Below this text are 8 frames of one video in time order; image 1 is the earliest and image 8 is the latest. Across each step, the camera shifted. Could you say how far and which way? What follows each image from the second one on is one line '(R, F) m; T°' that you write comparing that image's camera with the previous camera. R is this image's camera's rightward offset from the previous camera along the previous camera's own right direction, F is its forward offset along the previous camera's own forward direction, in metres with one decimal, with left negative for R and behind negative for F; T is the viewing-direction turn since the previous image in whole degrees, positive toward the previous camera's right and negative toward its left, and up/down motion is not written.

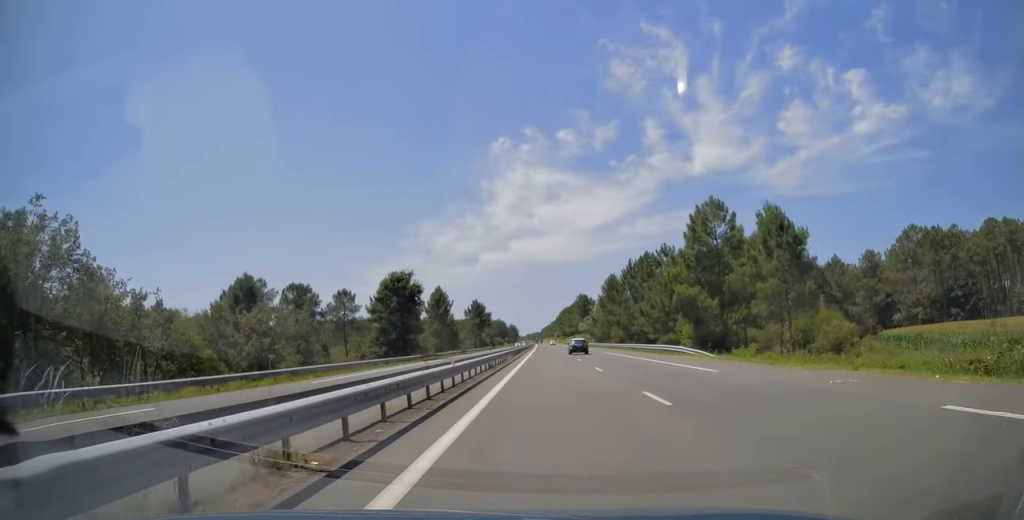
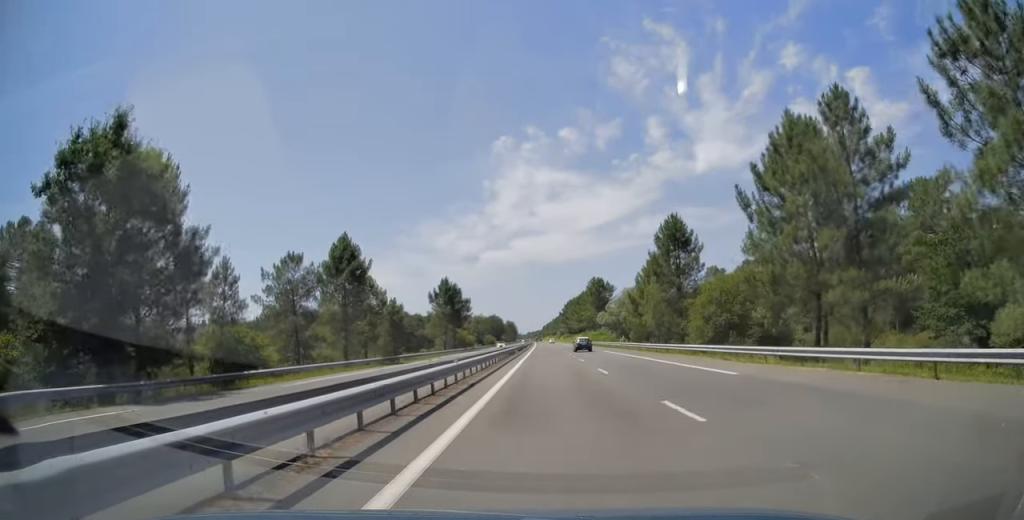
(+0.1, +55.0) m; 0°
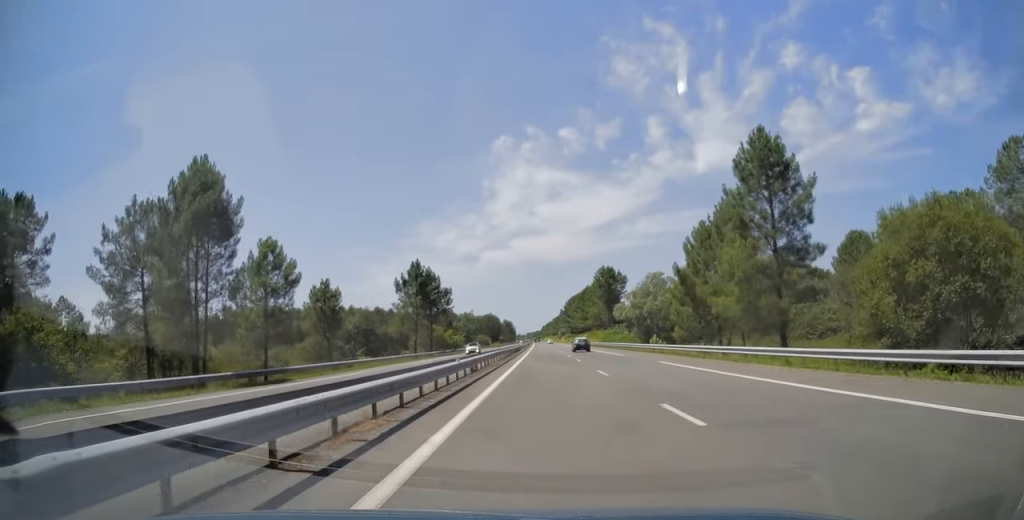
(-0.3, +26.7) m; 0°
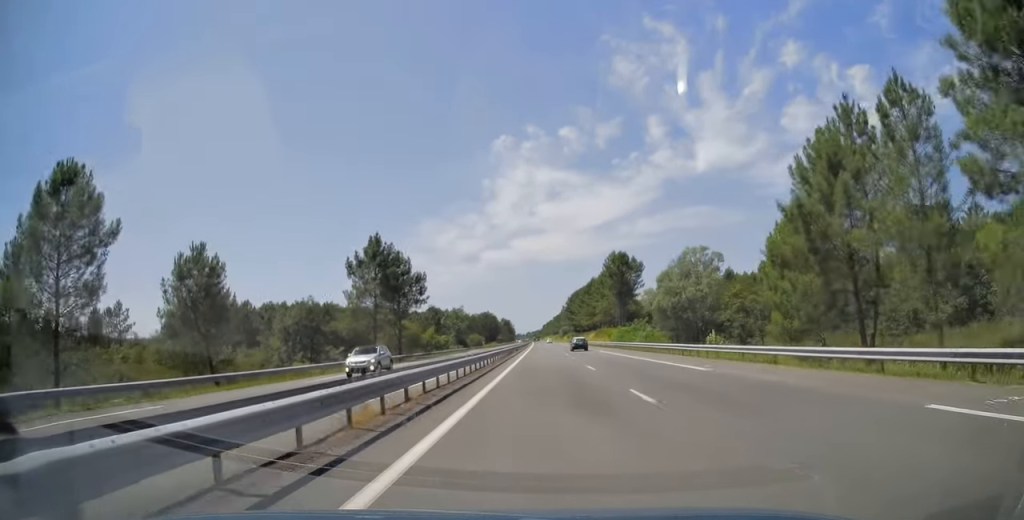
(+0.1, +22.9) m; 0°
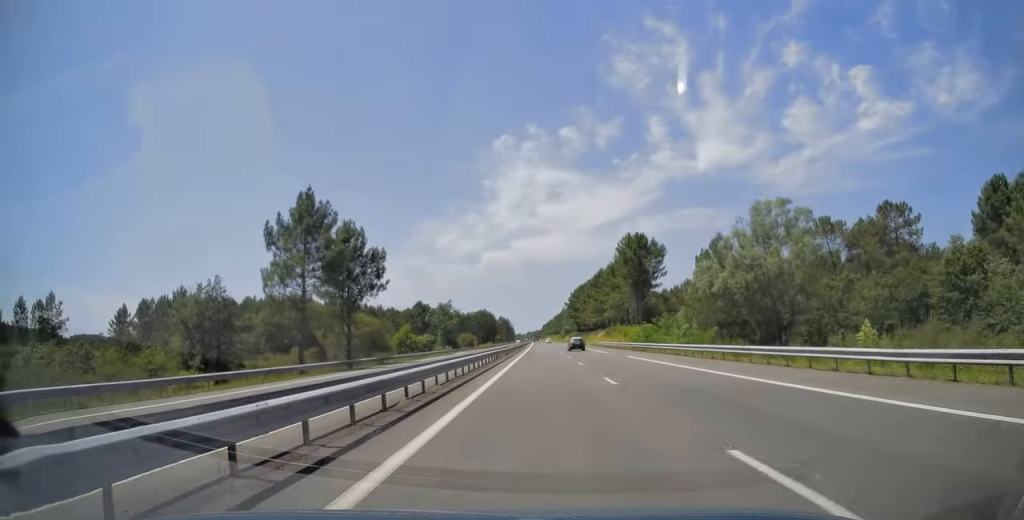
(+0.2, +21.4) m; 0°
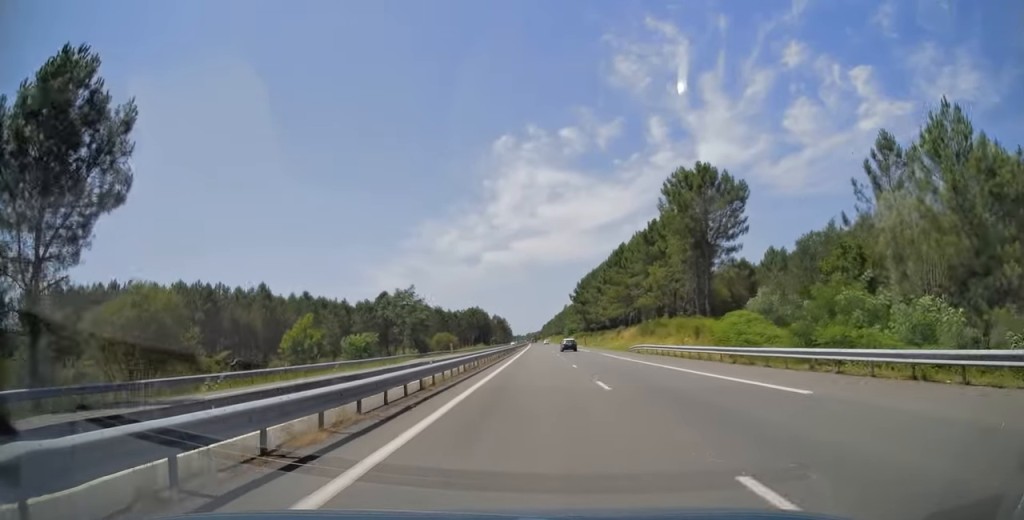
(-0.5, +40.6) m; 0°
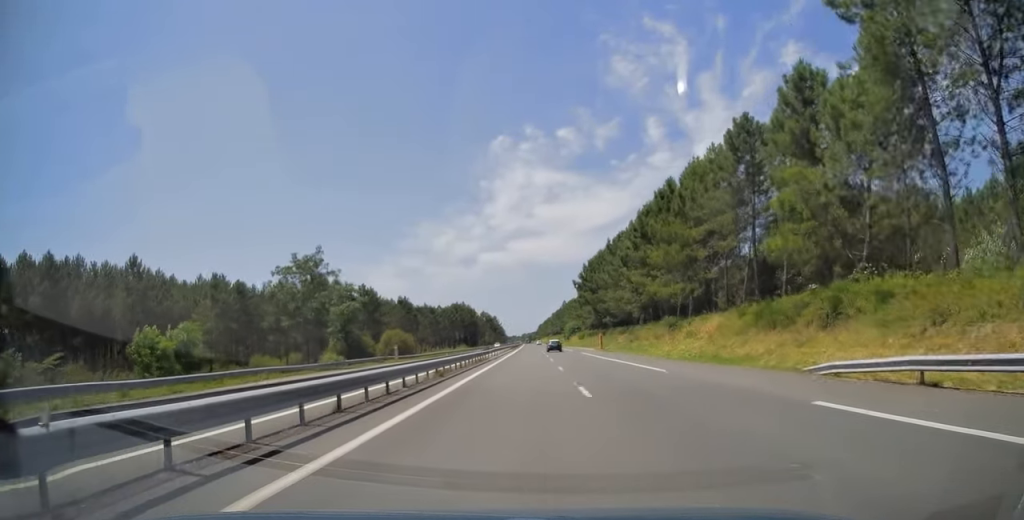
(+0.4, +41.0) m; 0°
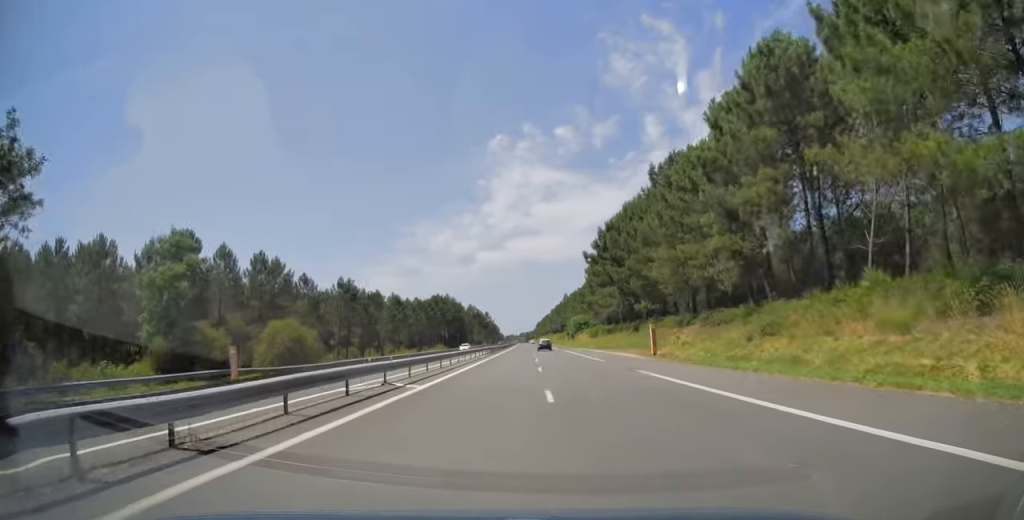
(-0.3, +40.5) m; 0°
